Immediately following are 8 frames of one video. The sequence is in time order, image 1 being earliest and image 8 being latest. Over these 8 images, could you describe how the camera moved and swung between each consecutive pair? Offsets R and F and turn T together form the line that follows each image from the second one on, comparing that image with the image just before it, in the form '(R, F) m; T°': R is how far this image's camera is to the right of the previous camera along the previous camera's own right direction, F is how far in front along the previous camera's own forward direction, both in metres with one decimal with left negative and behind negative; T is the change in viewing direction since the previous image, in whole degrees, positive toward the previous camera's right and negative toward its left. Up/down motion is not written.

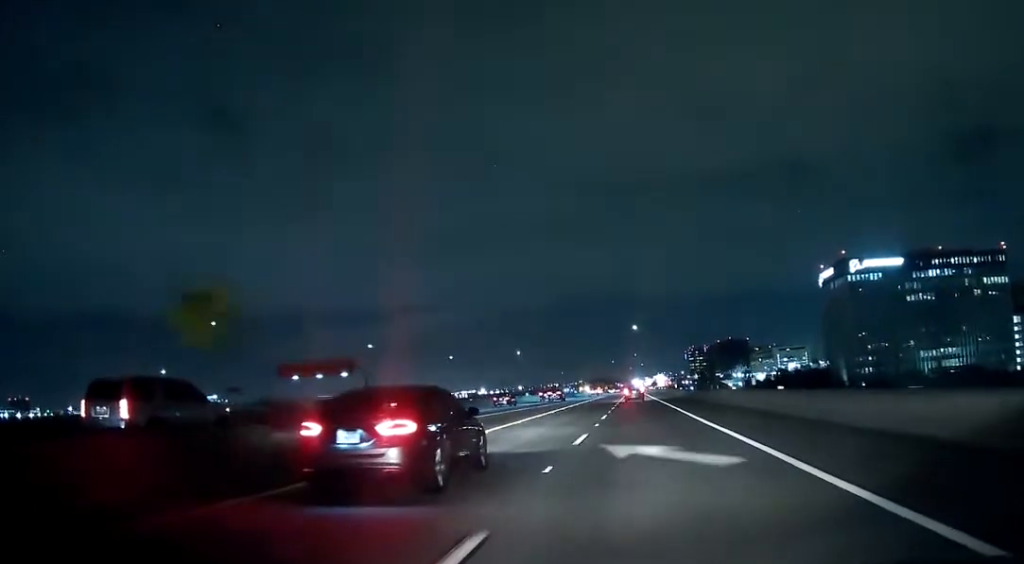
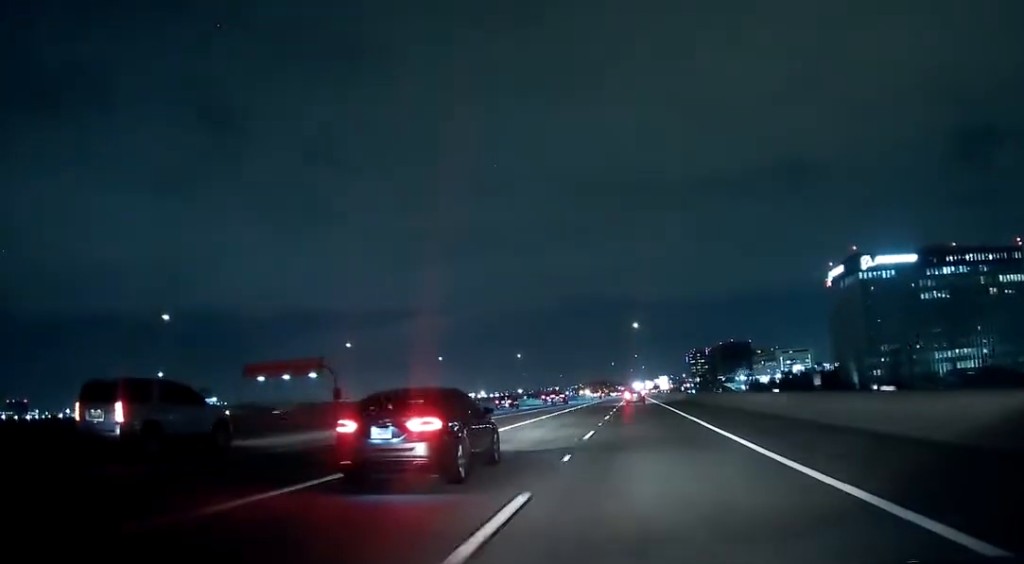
(0.0, +11.6) m; 0°
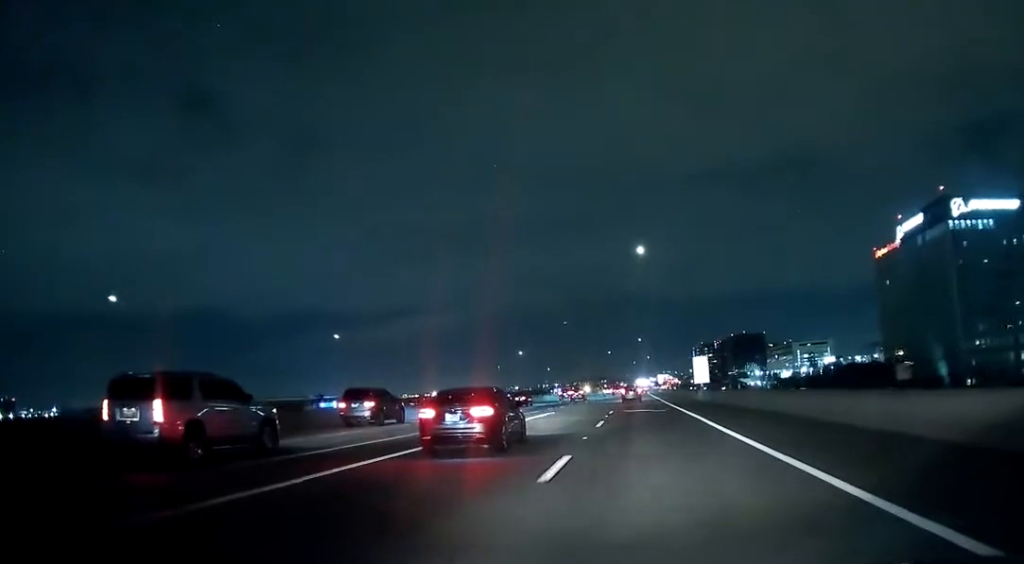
(-0.2, +68.1) m; 0°
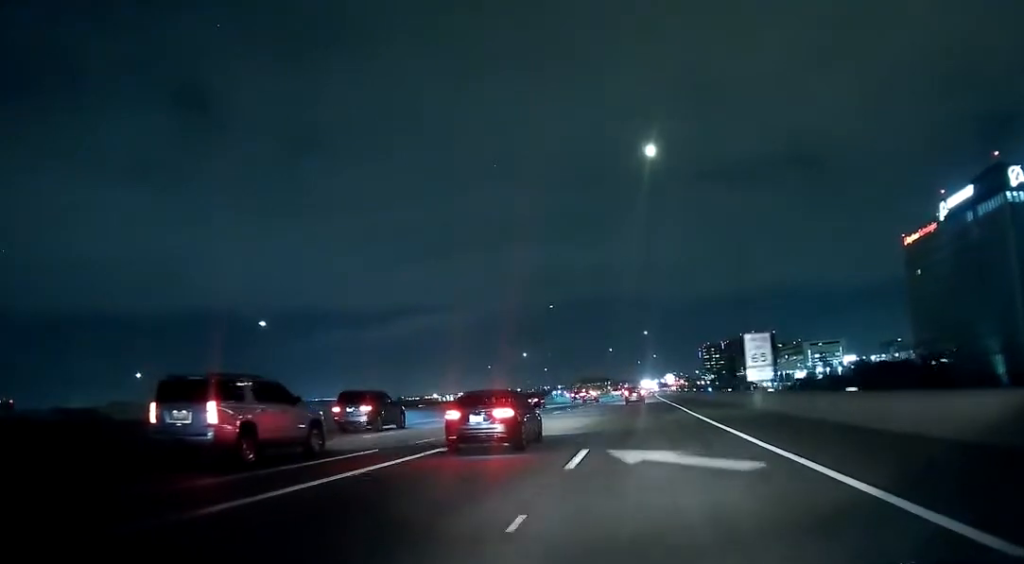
(+0.2, +27.0) m; 0°
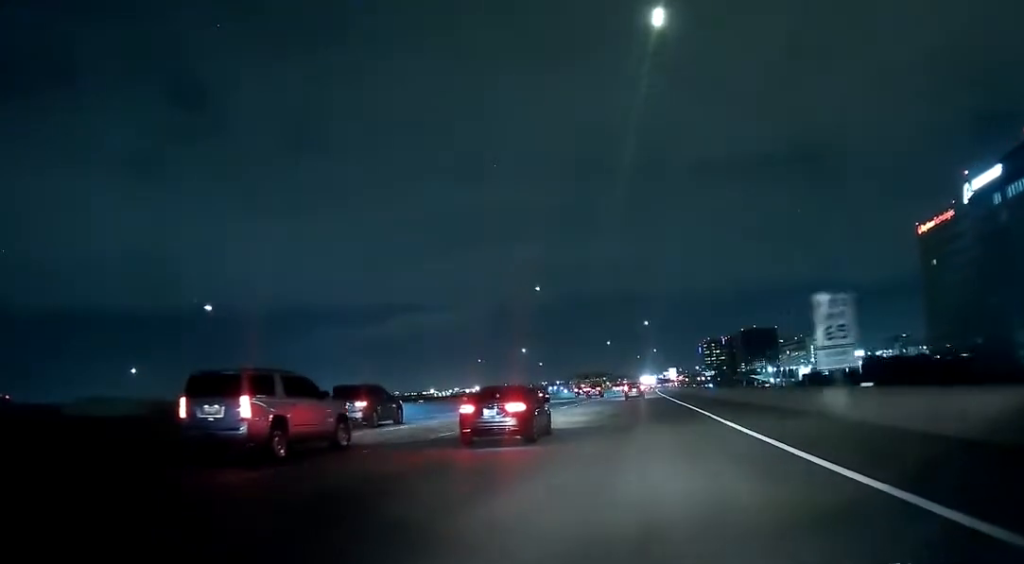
(0.0, +13.2) m; 0°
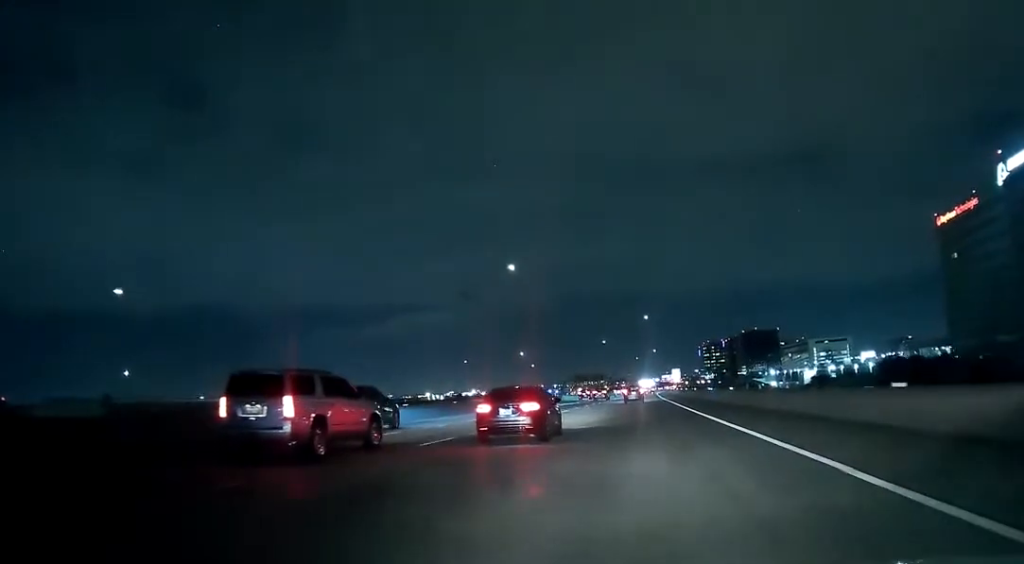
(0.0, +17.7) m; 0°
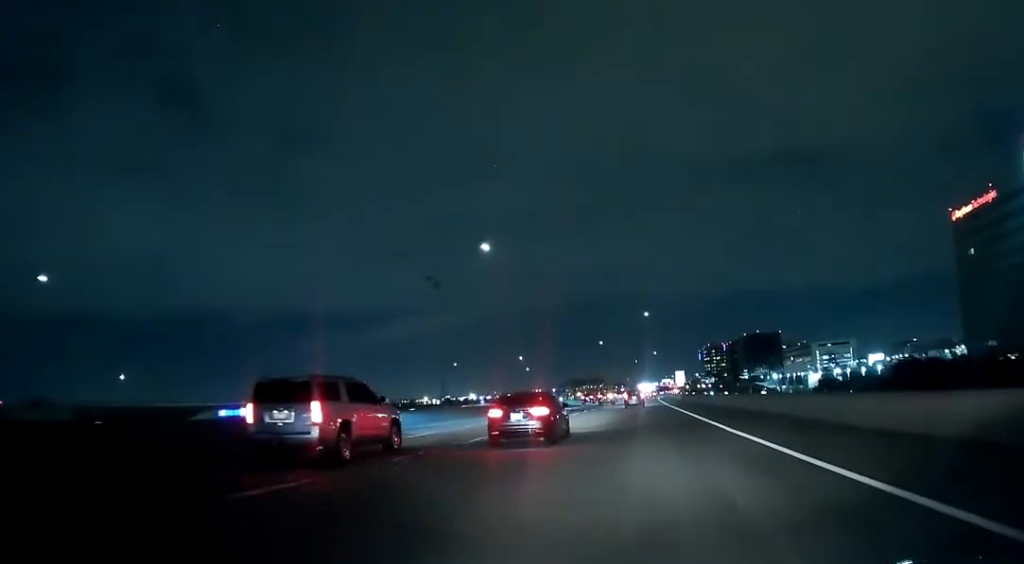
(0.0, +11.6) m; 0°
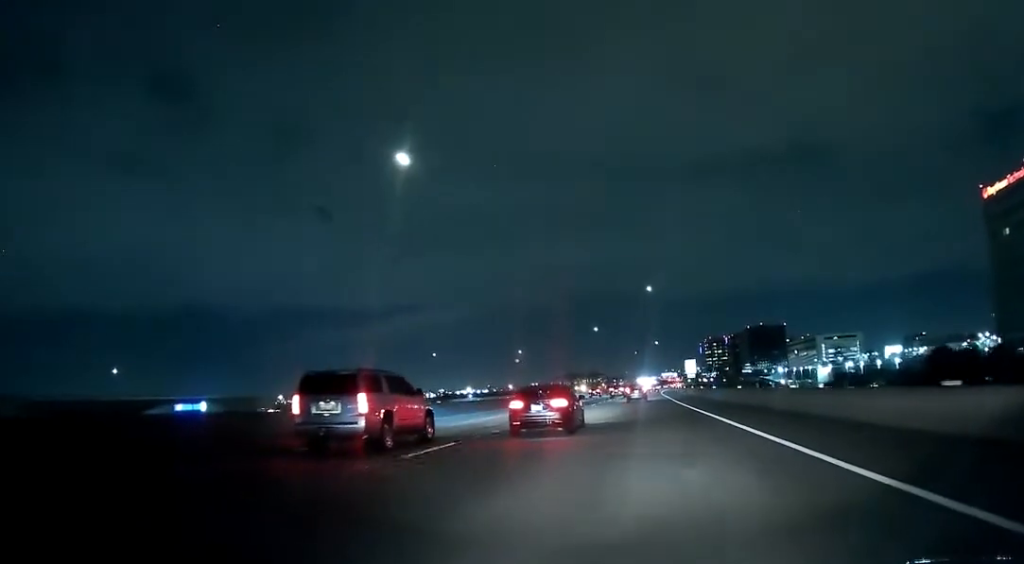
(0.0, +21.6) m; 0°
